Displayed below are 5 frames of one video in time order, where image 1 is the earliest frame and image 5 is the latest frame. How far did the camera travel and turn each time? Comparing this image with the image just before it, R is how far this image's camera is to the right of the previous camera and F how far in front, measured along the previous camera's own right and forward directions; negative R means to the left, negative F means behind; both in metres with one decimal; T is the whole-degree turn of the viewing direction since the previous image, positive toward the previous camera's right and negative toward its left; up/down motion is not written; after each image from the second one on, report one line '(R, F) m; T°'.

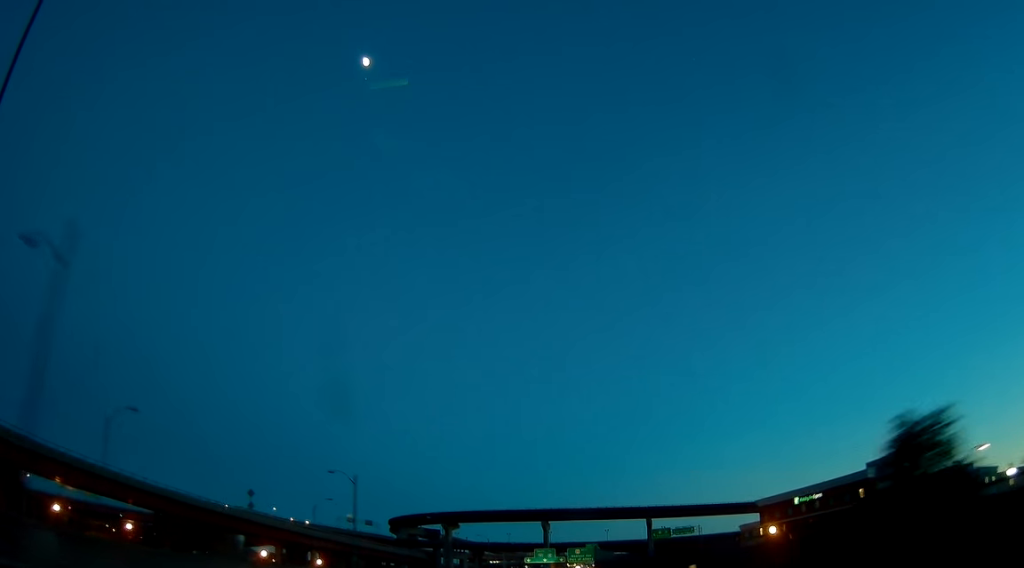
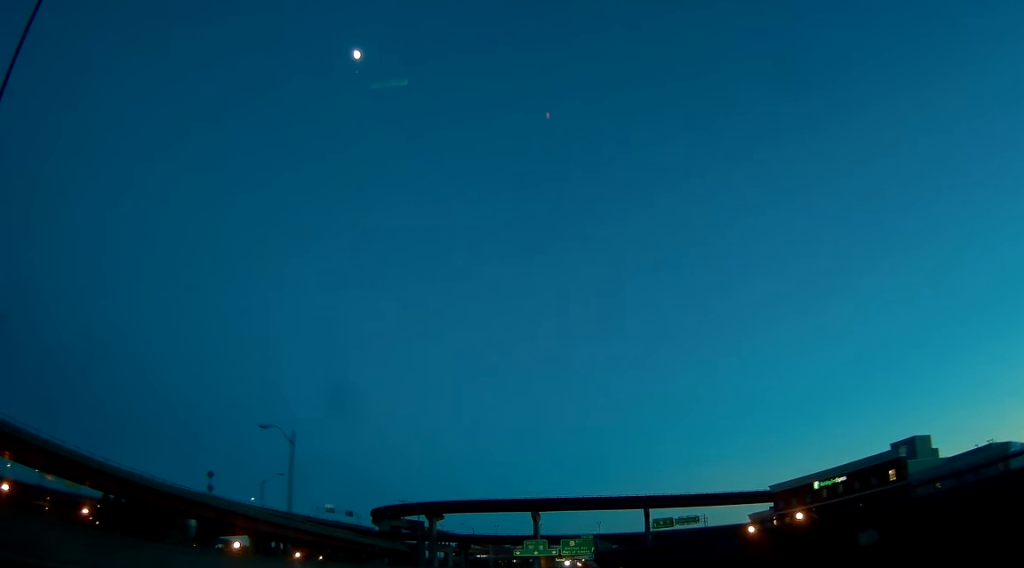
(0.0, +12.2) m; +1°
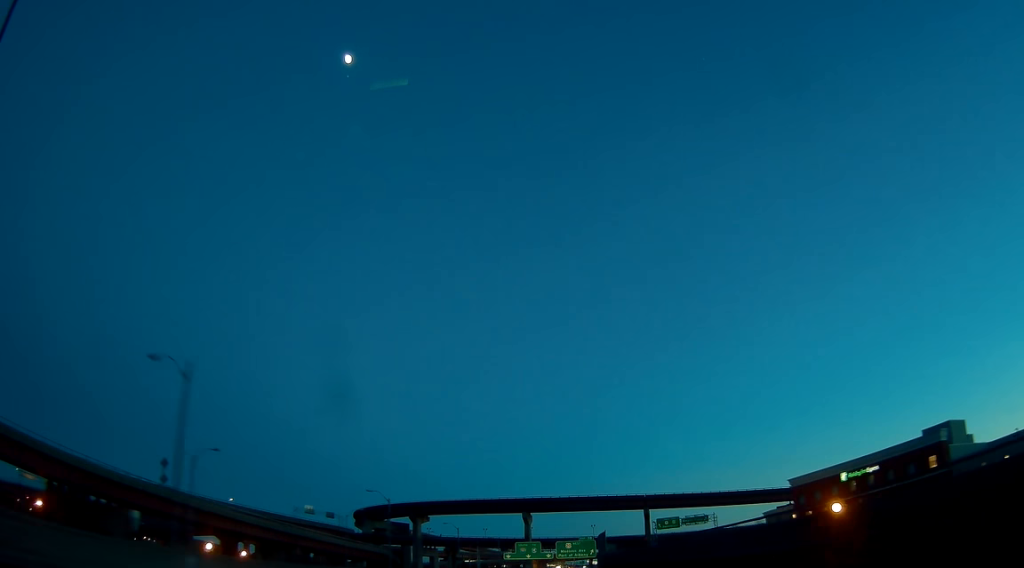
(+0.1, +12.2) m; +1°
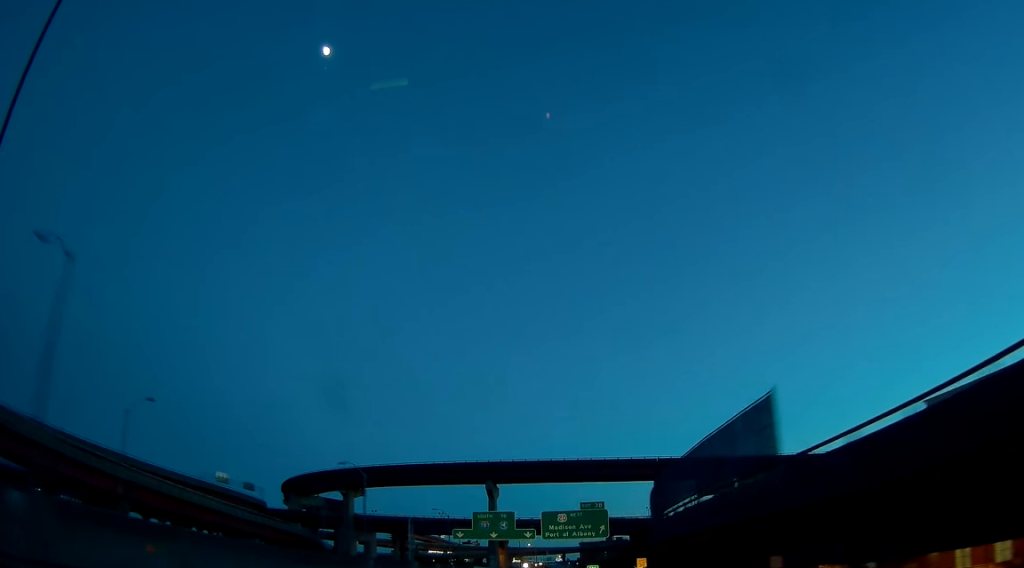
(+1.9, +44.7) m; +4°
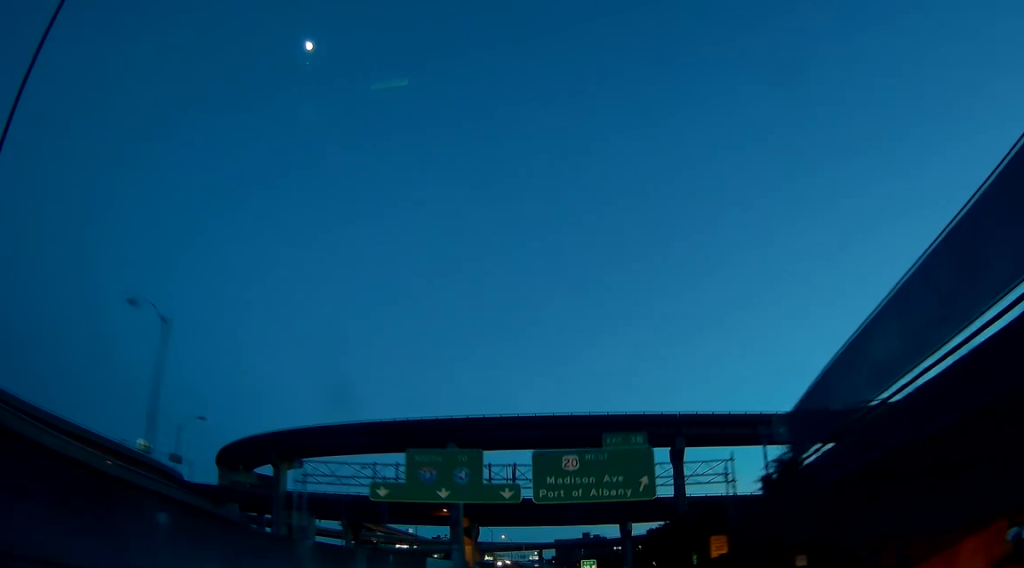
(+0.4, +30.2) m; +2°
